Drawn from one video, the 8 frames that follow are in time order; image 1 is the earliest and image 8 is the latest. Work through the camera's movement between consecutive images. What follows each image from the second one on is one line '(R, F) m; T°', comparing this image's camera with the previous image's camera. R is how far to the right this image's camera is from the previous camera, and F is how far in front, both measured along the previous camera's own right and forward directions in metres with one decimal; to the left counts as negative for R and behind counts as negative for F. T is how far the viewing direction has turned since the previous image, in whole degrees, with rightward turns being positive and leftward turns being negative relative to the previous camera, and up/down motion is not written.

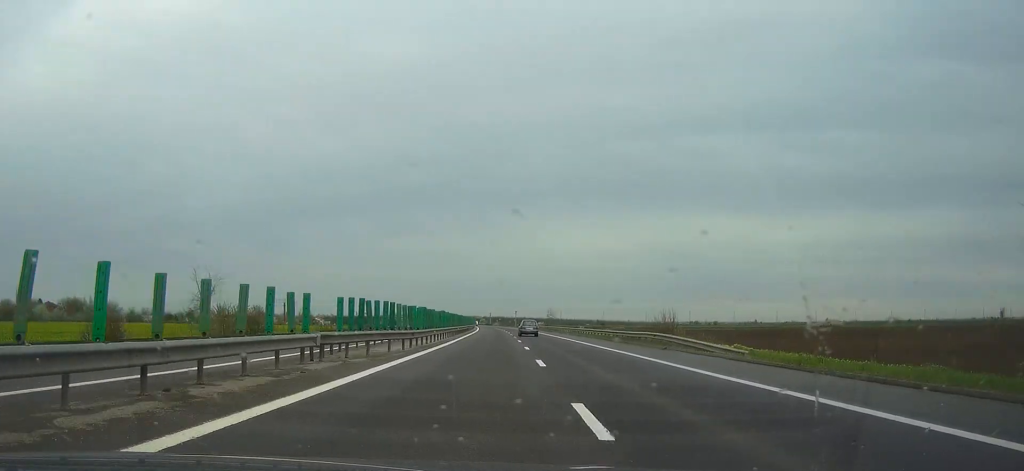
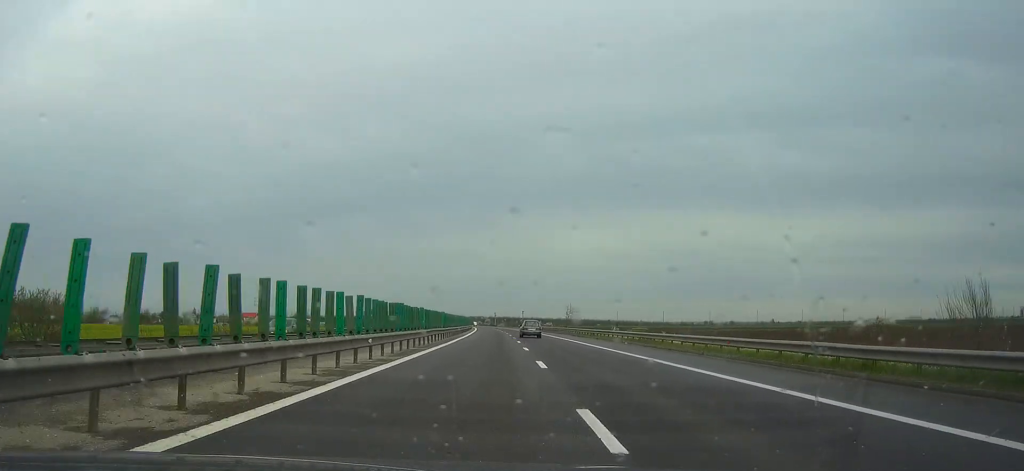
(0.0, +44.9) m; 0°
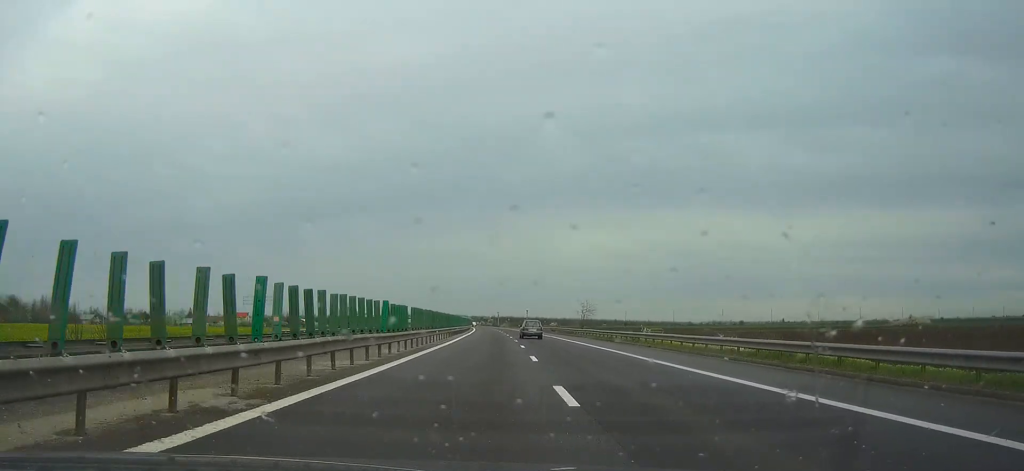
(0.0, +24.7) m; 0°
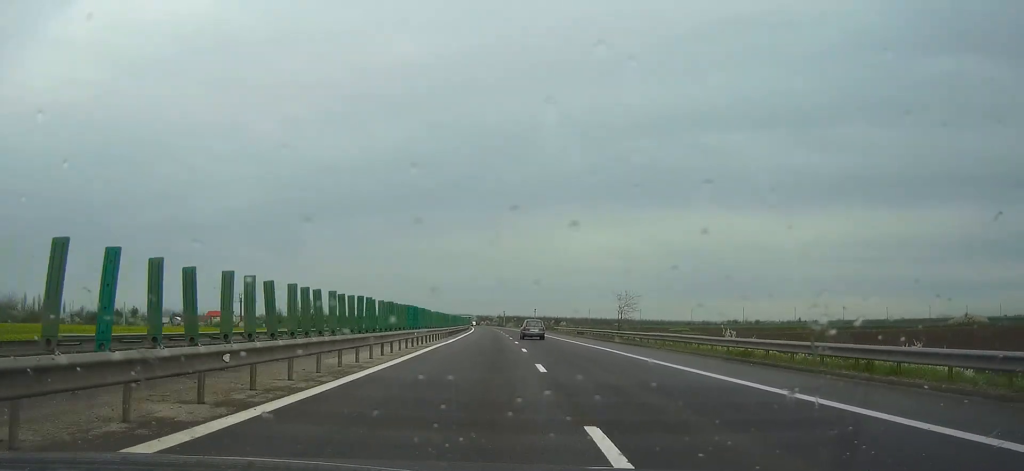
(-0.2, +32.2) m; 0°
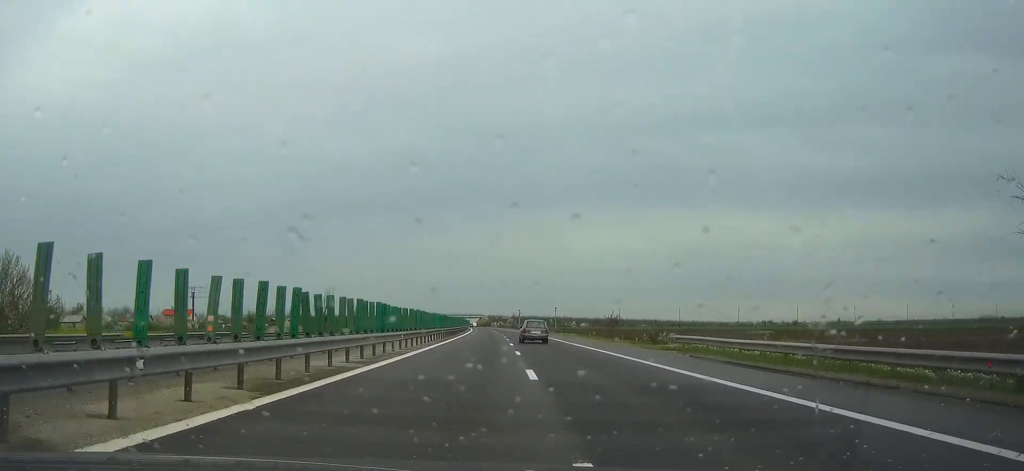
(-0.6, +64.1) m; -1°
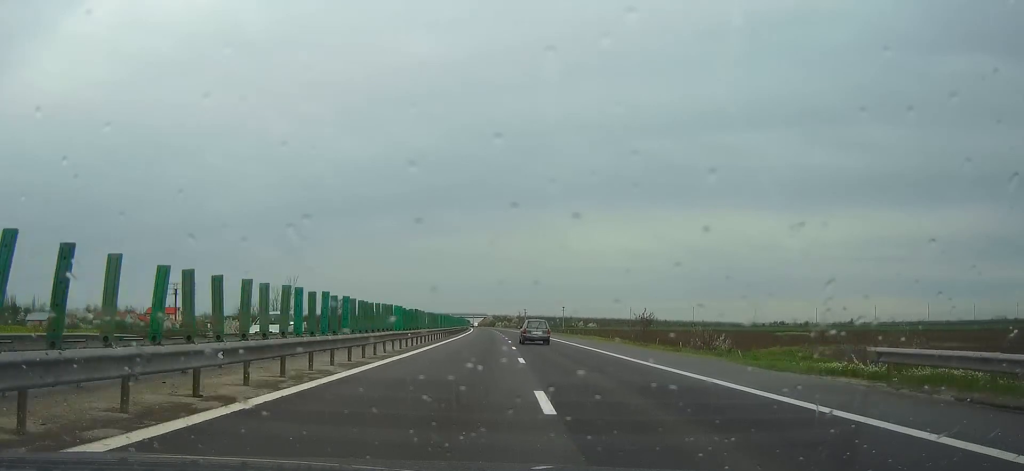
(-0.1, +17.7) m; 0°
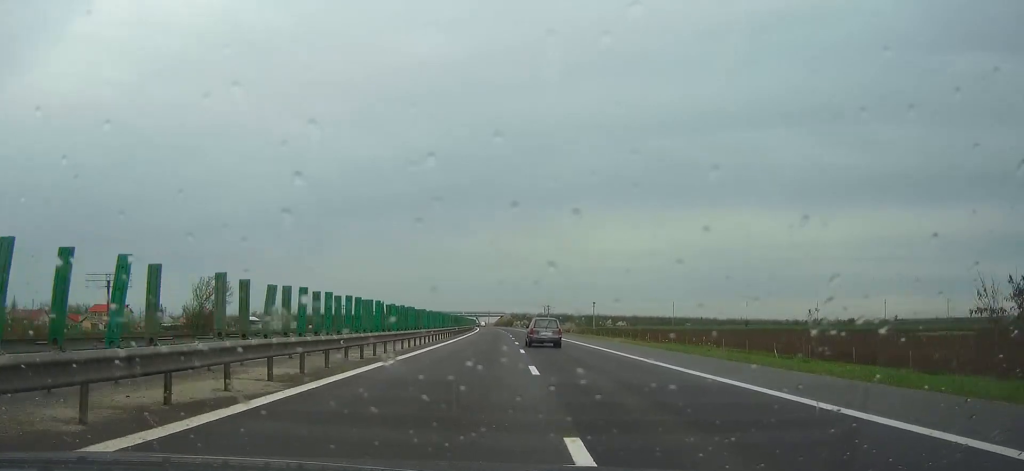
(-0.6, +52.5) m; -1°
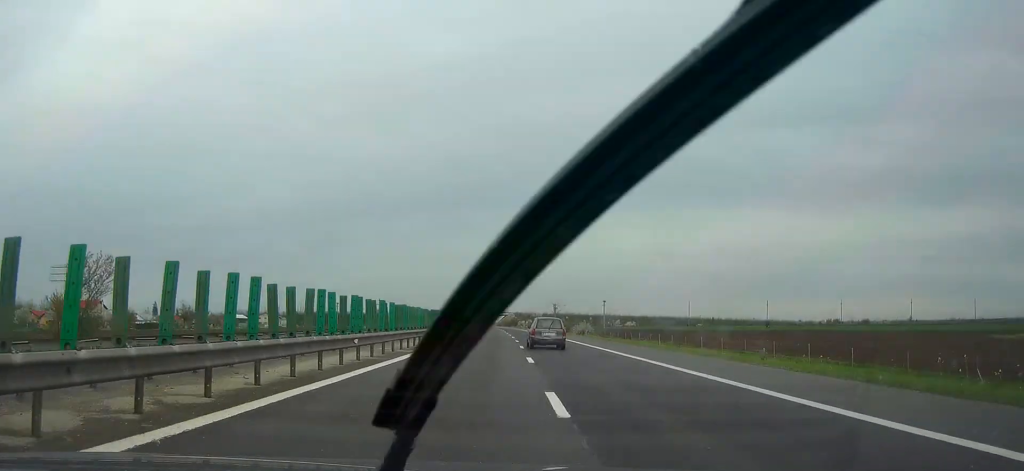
(-0.2, +18.7) m; 0°
